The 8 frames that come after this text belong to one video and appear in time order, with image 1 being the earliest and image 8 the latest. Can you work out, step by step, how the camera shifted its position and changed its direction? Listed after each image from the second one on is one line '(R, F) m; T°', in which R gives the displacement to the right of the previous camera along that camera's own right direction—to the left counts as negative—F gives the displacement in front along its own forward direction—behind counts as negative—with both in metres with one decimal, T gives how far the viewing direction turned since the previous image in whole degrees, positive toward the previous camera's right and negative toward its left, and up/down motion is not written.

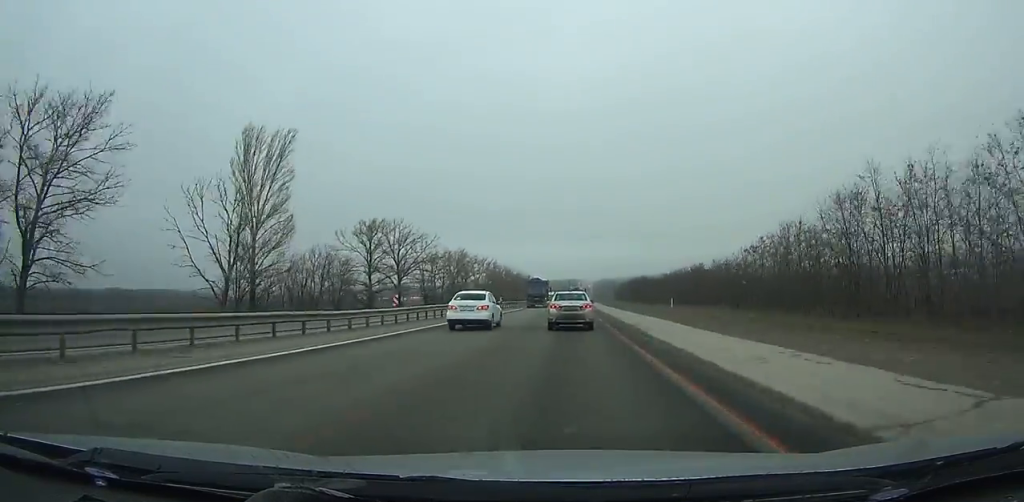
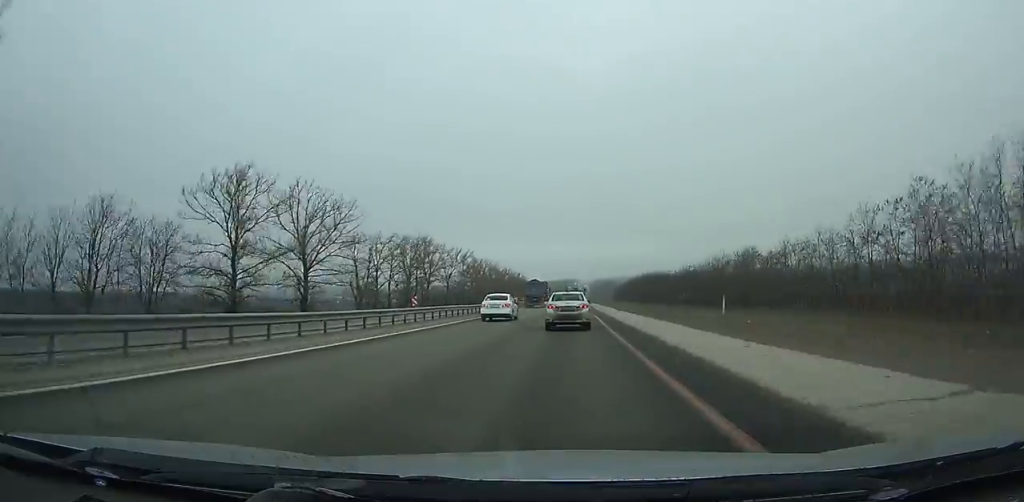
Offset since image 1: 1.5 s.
(+0.2, +34.7) m; 0°
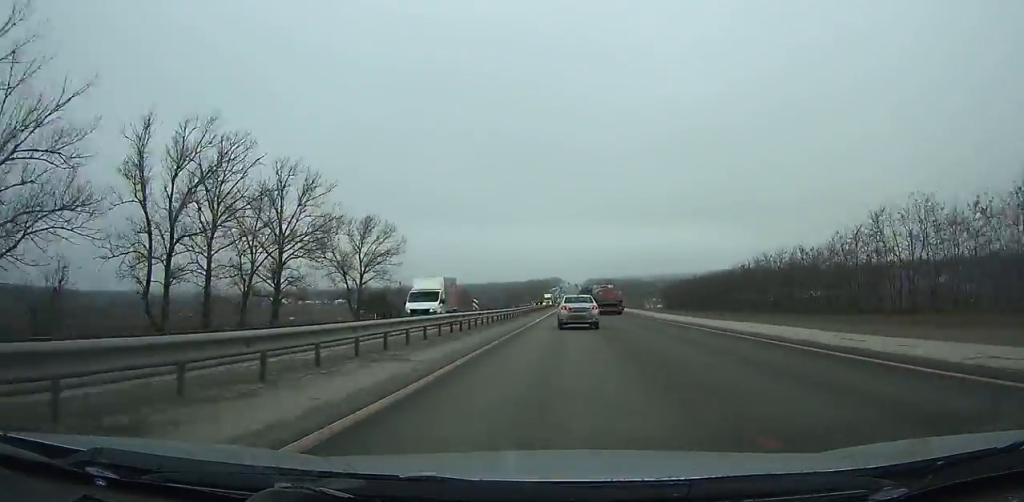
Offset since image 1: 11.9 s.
(+3.0, +246.8) m; +2°
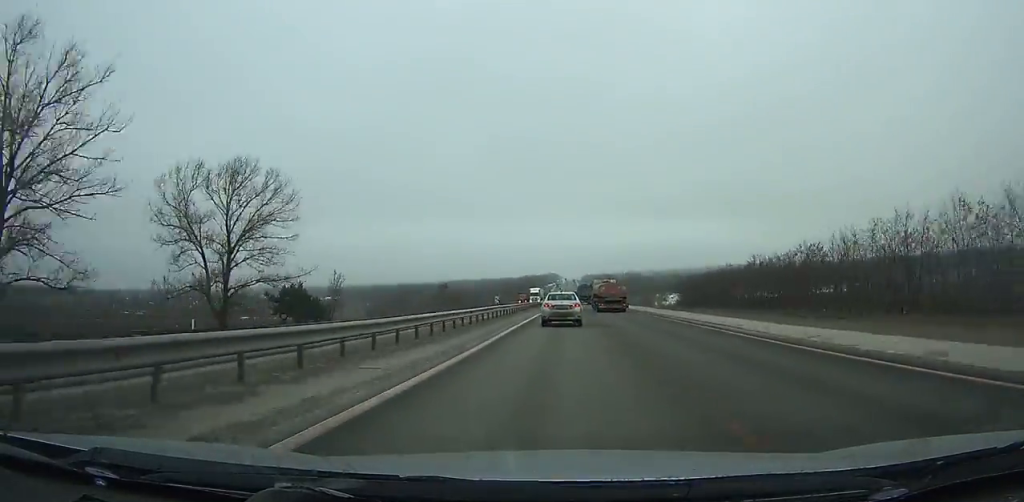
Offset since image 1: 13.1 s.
(0.0, +30.9) m; 0°
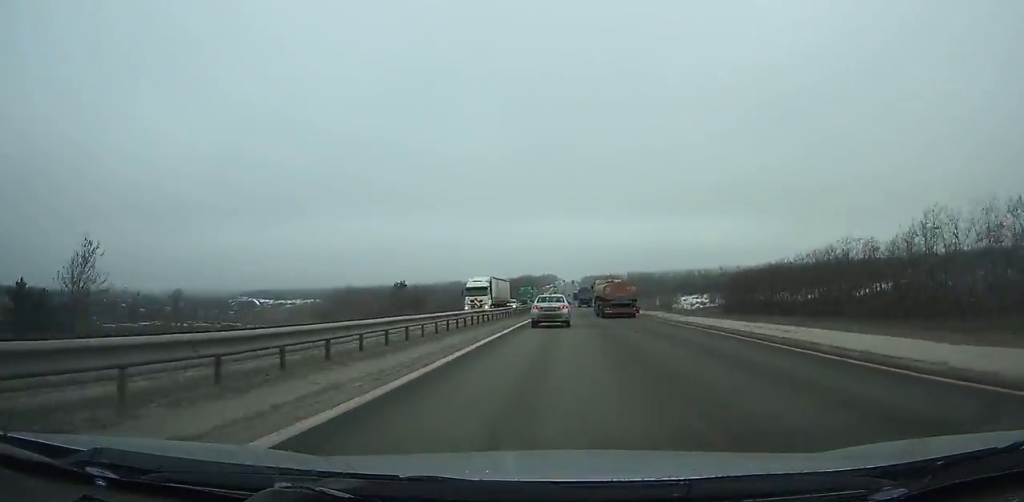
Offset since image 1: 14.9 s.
(0.0, +46.4) m; 0°
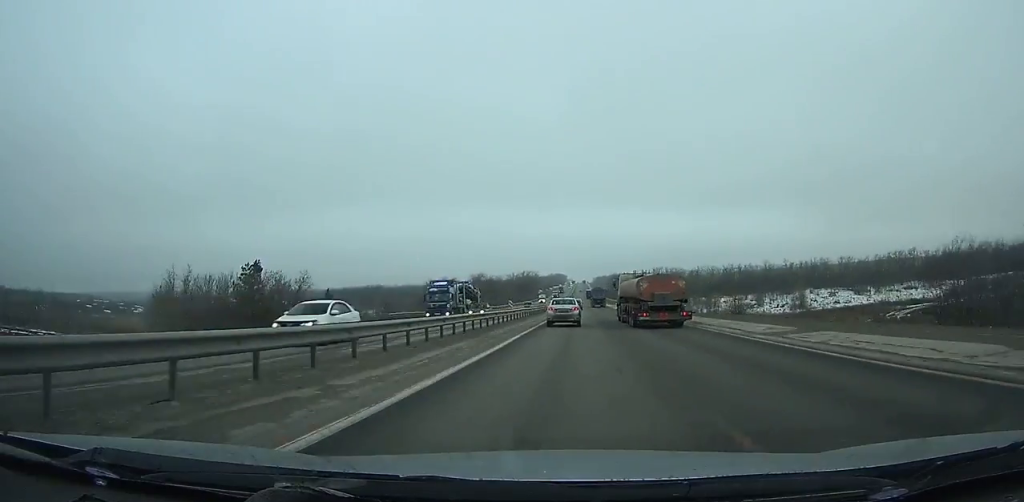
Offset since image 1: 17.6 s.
(-0.4, +72.1) m; 0°
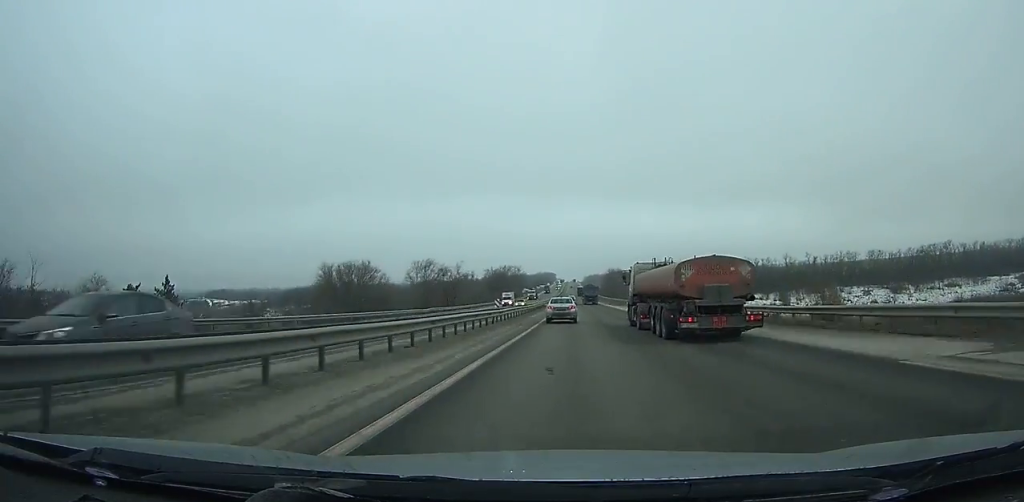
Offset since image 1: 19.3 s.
(+0.2, +46.7) m; 0°
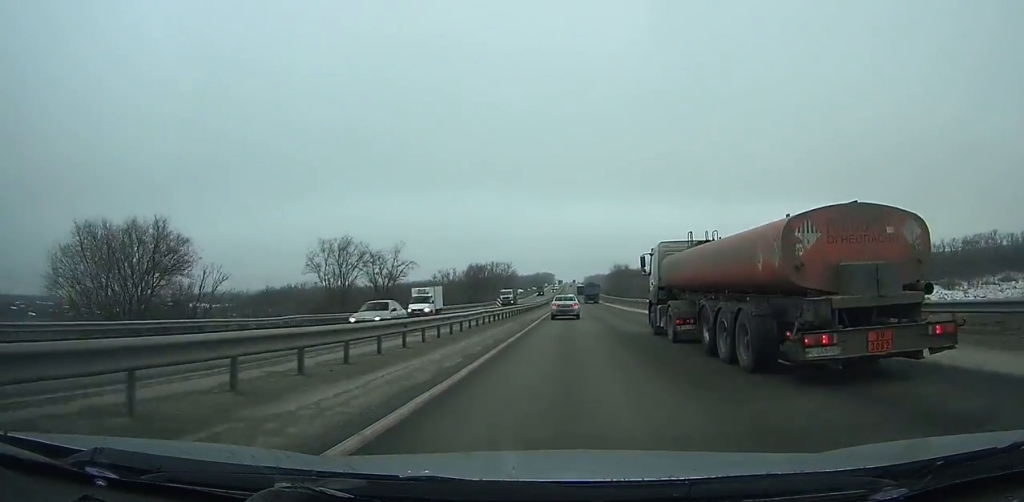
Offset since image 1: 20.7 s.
(0.0, +38.7) m; 0°
